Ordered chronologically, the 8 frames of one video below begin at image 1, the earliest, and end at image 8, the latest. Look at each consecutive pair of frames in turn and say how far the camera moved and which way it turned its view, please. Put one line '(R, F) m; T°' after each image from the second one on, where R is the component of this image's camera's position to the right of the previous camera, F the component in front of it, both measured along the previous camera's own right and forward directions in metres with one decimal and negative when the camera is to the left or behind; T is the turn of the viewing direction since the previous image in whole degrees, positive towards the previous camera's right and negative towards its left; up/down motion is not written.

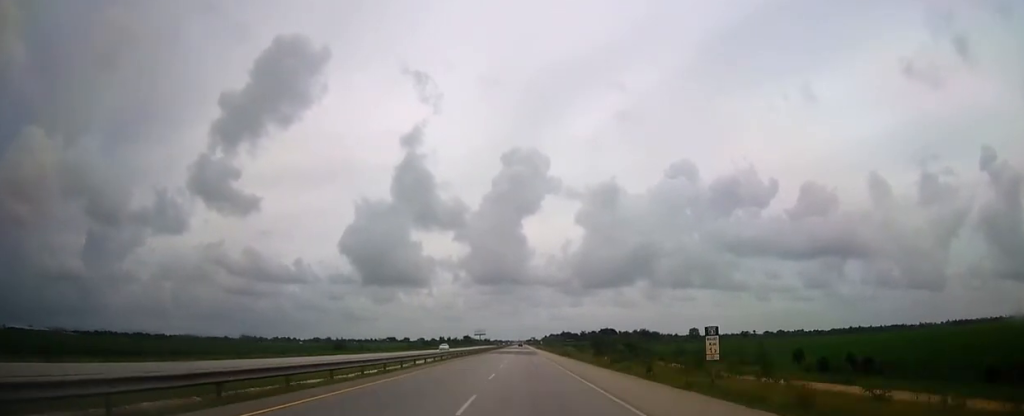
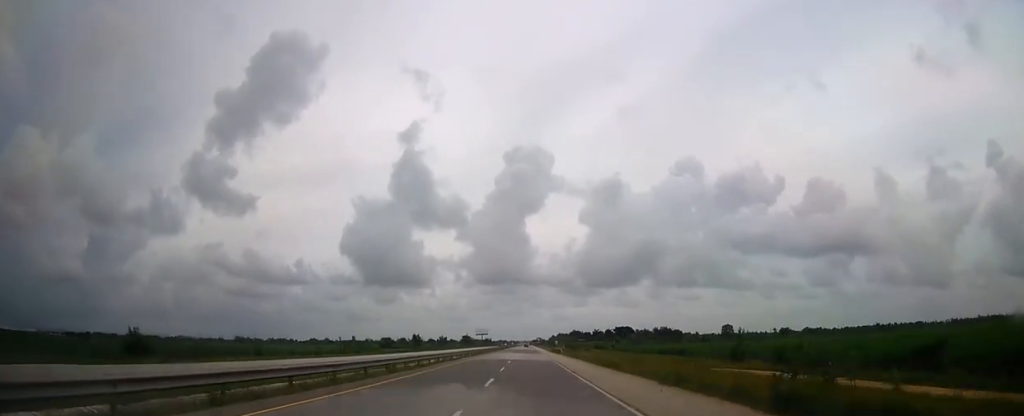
(-0.1, +63.4) m; 0°
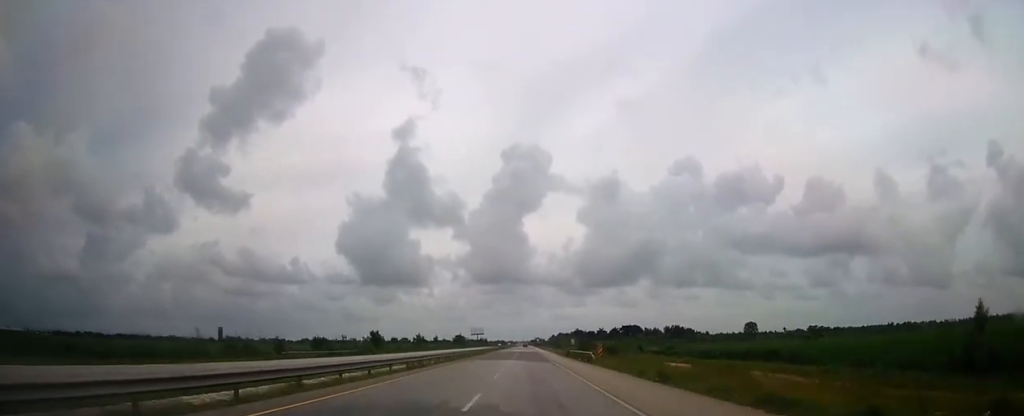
(0.0, +43.5) m; 0°
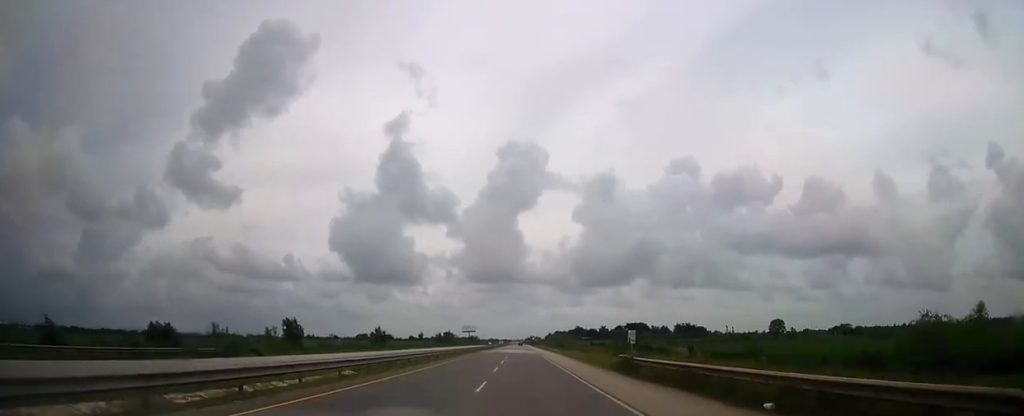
(0.0, +43.8) m; 0°
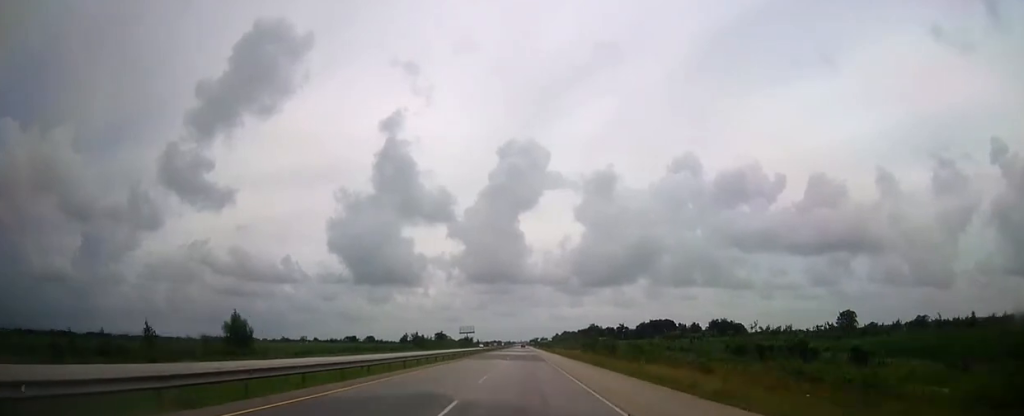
(+0.1, +66.8) m; 0°
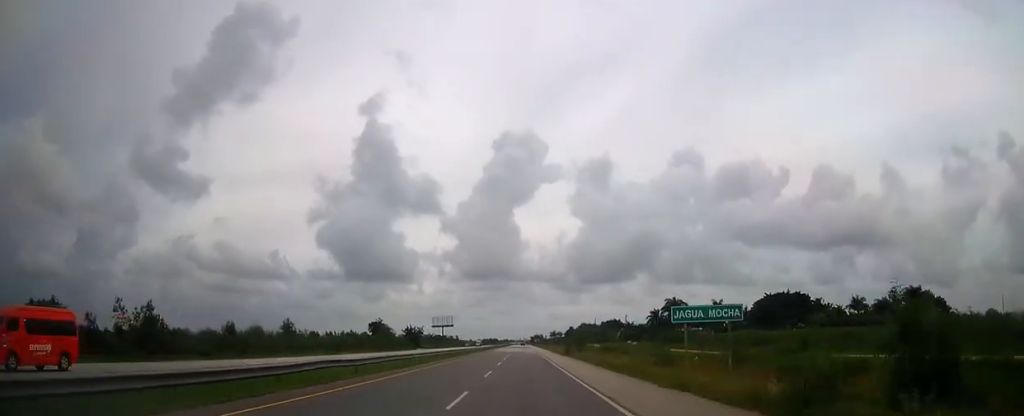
(+0.1, +177.5) m; 0°
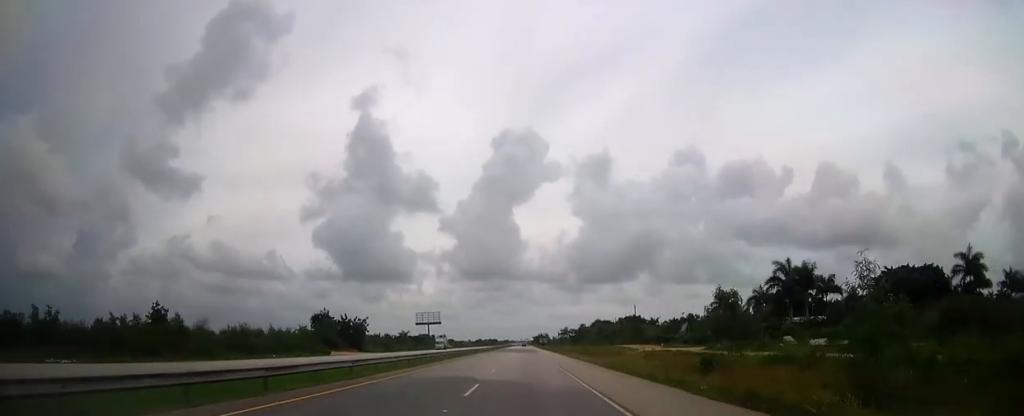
(-0.1, +68.9) m; 0°
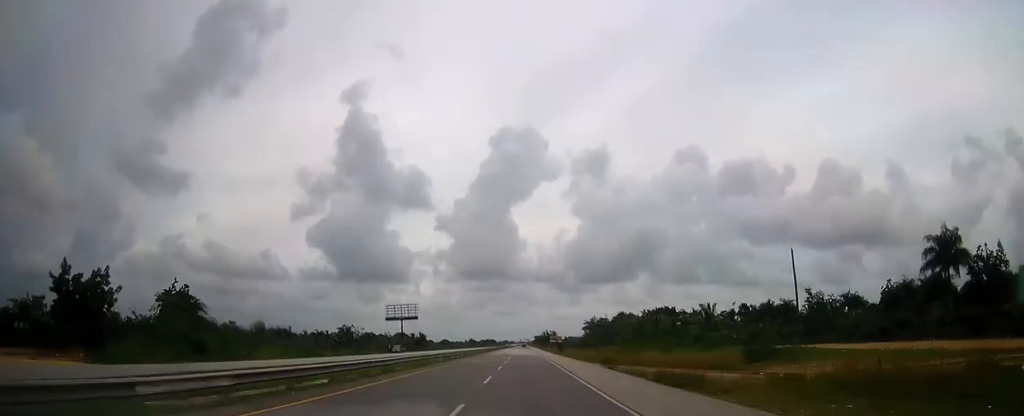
(-0.2, +79.1) m; 0°
